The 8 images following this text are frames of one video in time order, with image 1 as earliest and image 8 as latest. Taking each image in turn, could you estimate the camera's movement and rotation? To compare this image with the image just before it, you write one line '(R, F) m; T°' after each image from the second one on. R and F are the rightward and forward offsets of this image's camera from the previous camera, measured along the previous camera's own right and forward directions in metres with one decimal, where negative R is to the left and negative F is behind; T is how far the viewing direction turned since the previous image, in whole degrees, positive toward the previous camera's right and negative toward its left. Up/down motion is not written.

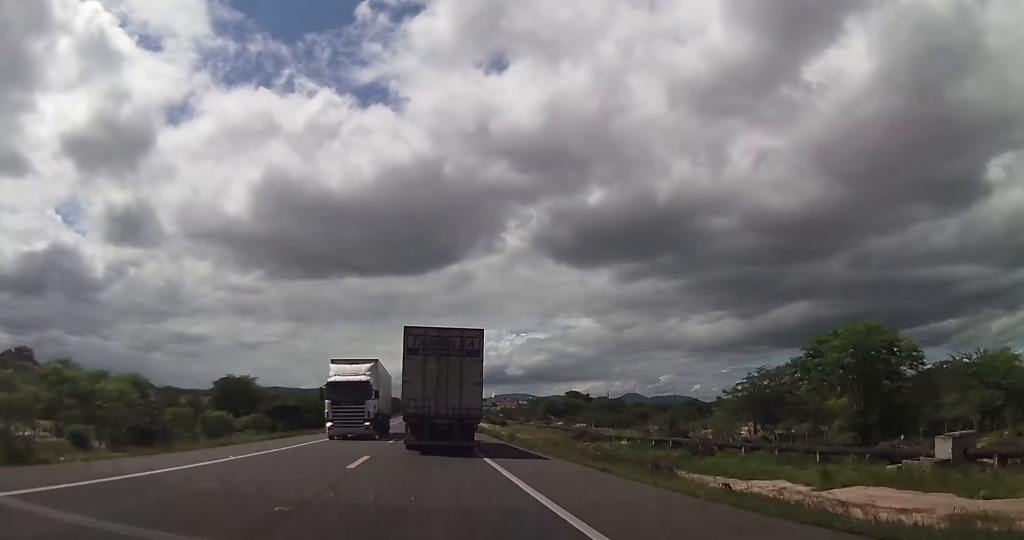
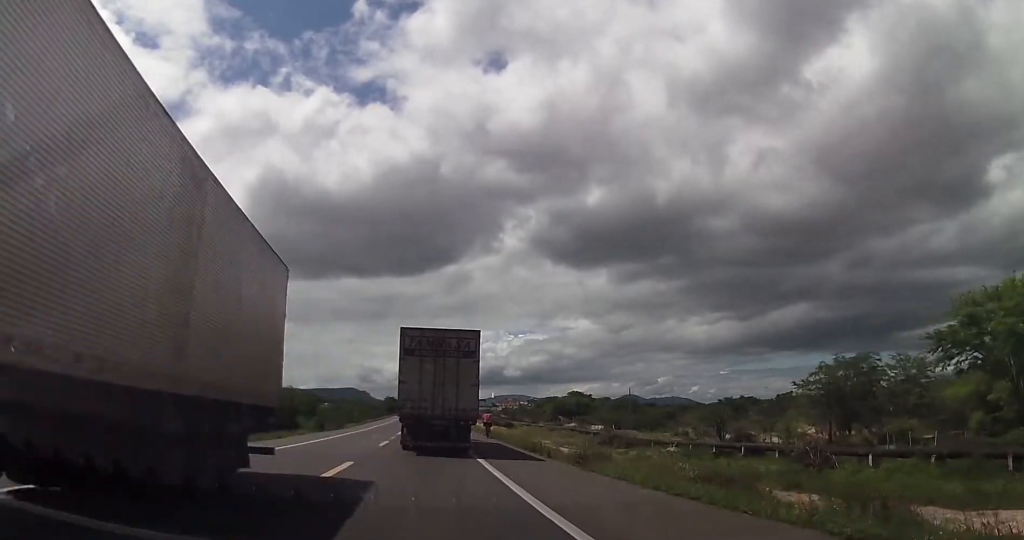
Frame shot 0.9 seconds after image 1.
(0.0, +19.6) m; 0°
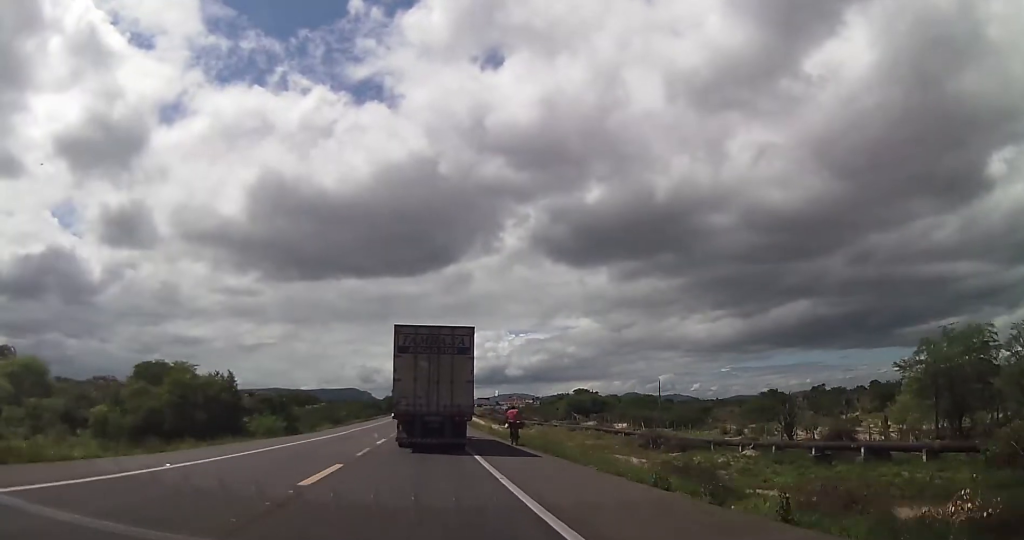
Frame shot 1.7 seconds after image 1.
(+0.1, +17.6) m; 0°
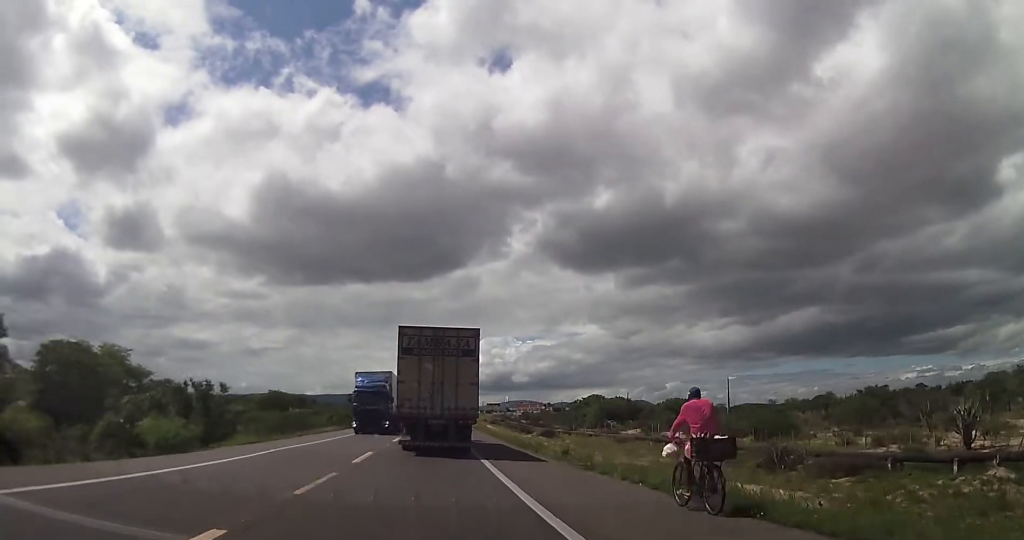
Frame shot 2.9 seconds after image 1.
(-0.2, +25.3) m; 0°
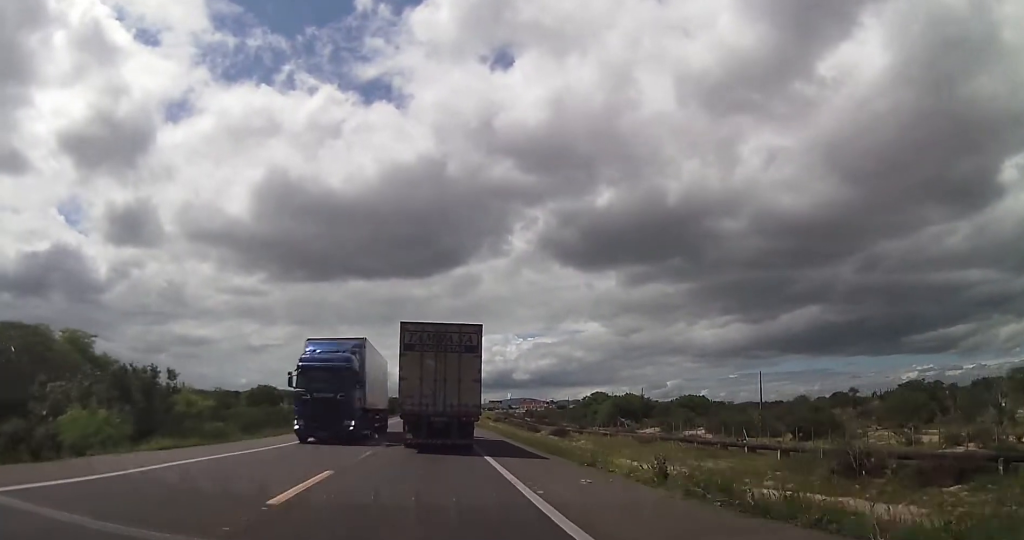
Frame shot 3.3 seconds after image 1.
(+0.1, +8.9) m; 0°
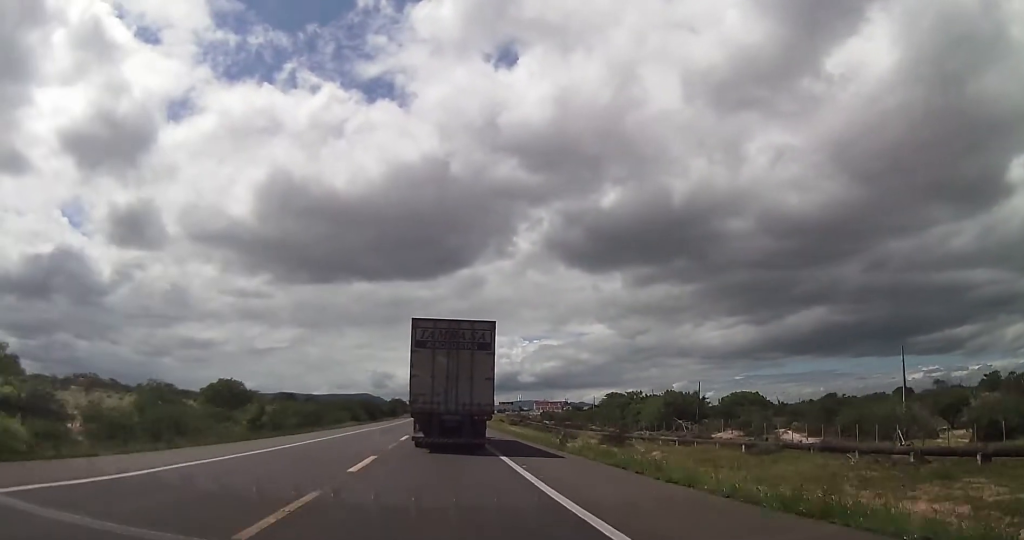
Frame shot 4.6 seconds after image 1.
(-0.3, +24.8) m; -1°
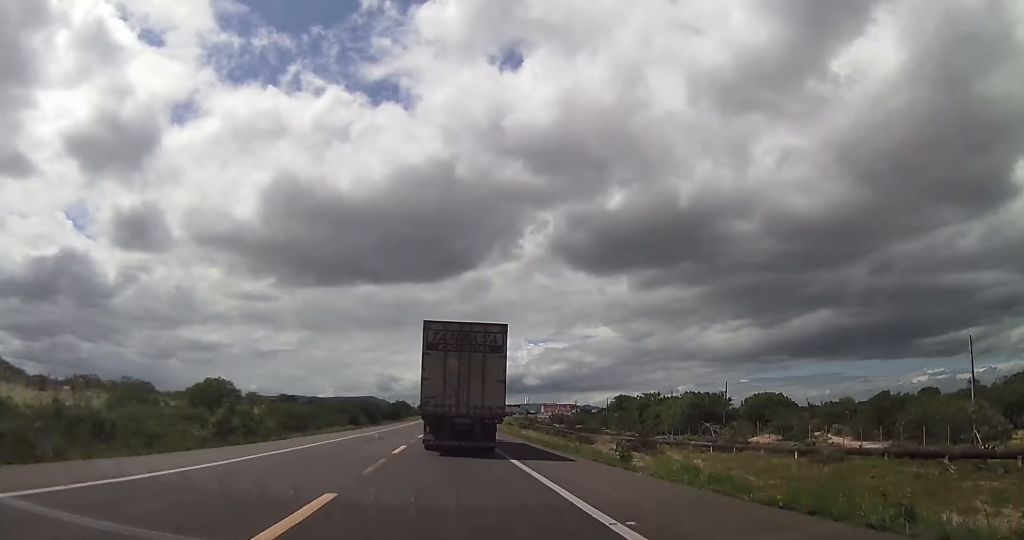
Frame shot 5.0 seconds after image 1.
(0.0, +7.1) m; 0°
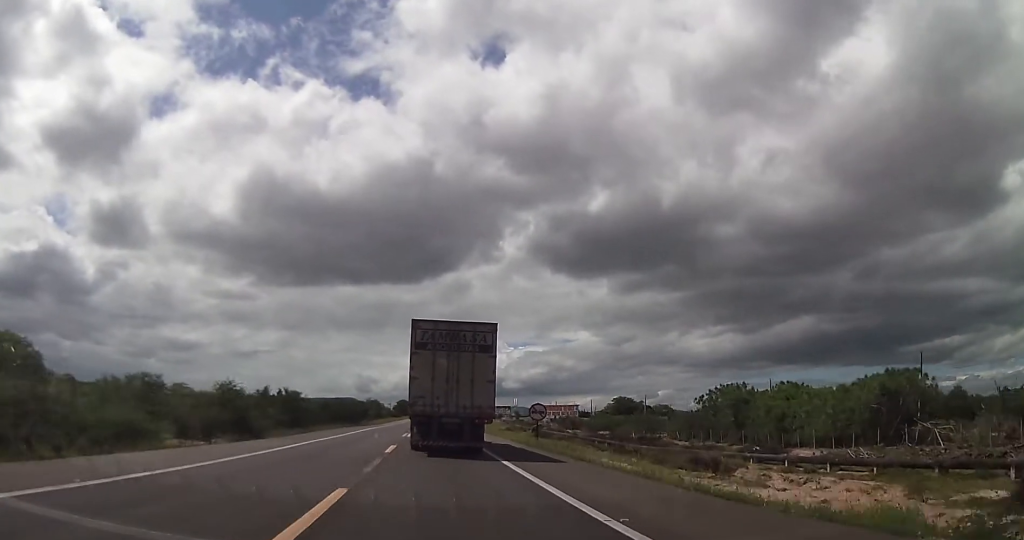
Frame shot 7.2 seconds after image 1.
(-0.3, +40.2) m; +1°
